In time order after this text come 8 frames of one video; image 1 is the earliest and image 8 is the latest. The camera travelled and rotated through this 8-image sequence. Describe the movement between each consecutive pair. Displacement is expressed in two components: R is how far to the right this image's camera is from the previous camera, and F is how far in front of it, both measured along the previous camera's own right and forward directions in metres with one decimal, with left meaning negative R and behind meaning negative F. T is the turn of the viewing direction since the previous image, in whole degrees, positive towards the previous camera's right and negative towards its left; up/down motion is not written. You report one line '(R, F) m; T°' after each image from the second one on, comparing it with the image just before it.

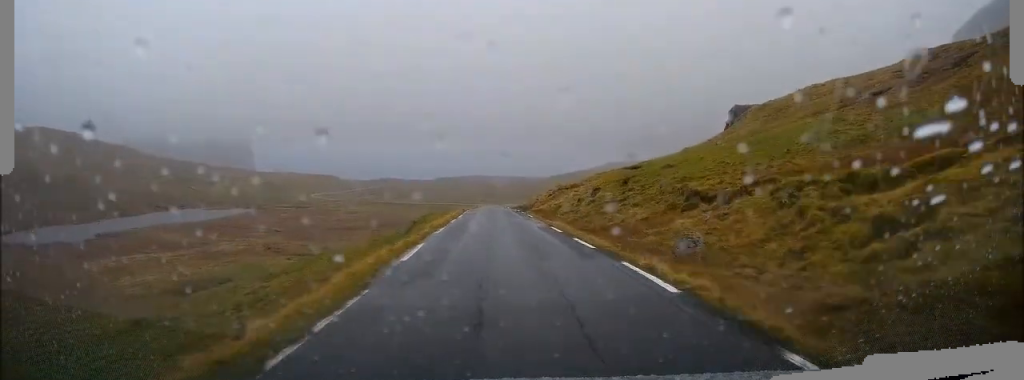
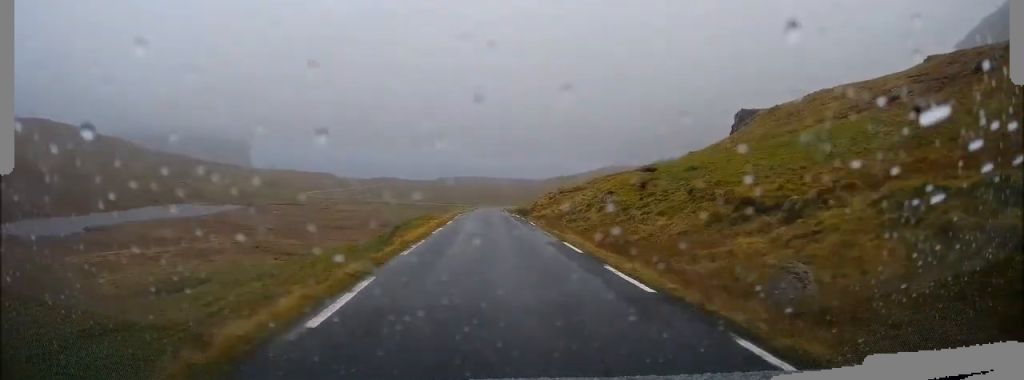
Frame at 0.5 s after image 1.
(0.0, +5.1) m; -1°
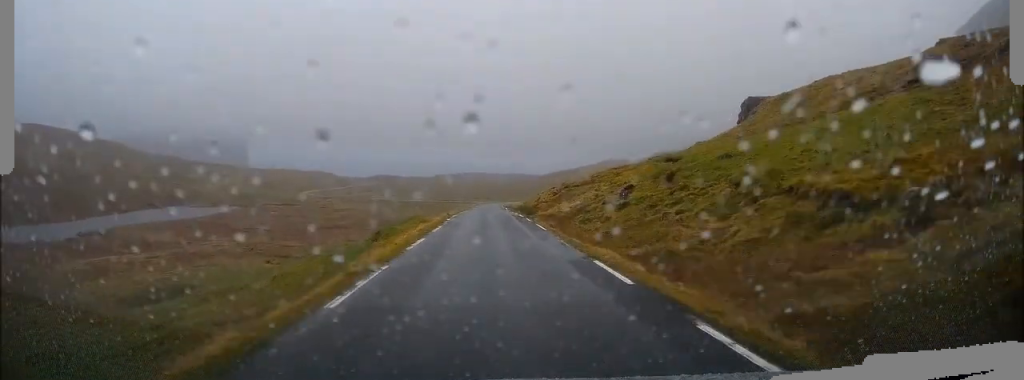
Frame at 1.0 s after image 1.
(-0.1, +5.2) m; -1°
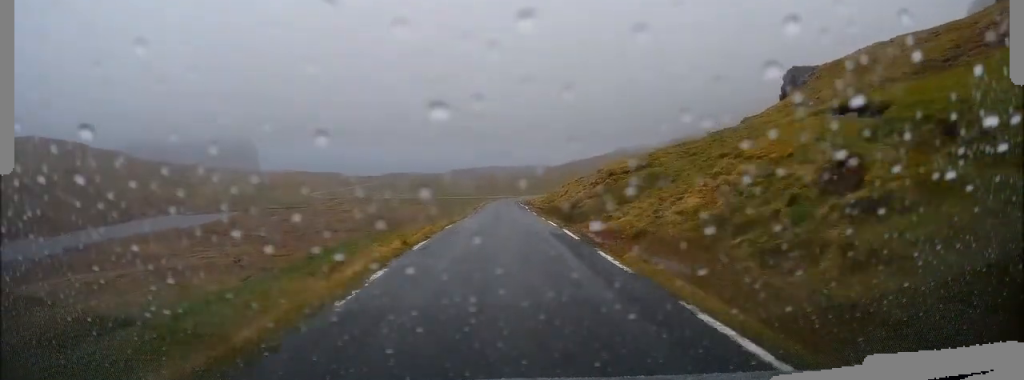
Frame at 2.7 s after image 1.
(-0.1, +18.3) m; 0°
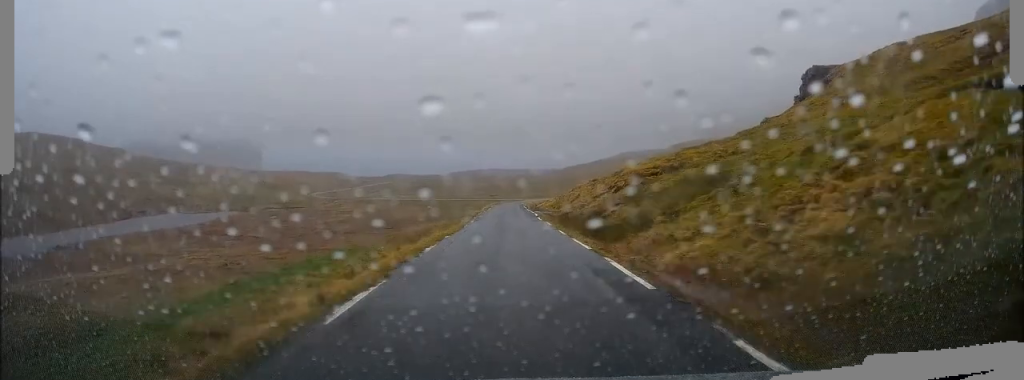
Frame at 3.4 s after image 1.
(0.0, +6.7) m; 0°
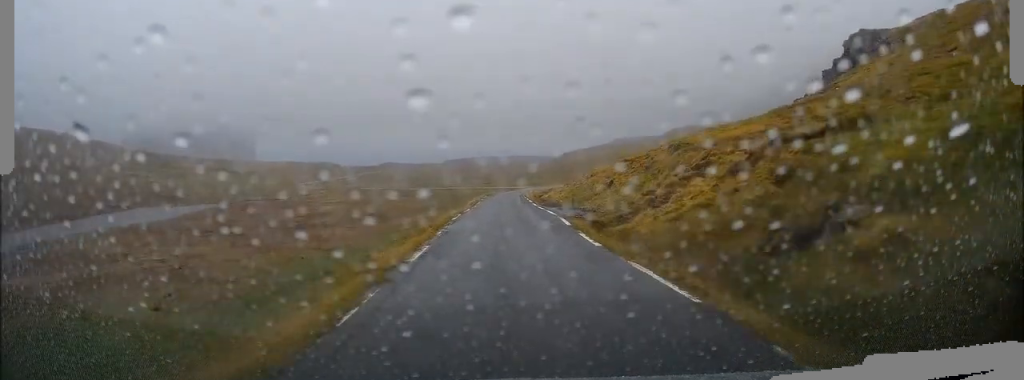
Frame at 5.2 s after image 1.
(-0.3, +19.0) m; -1°
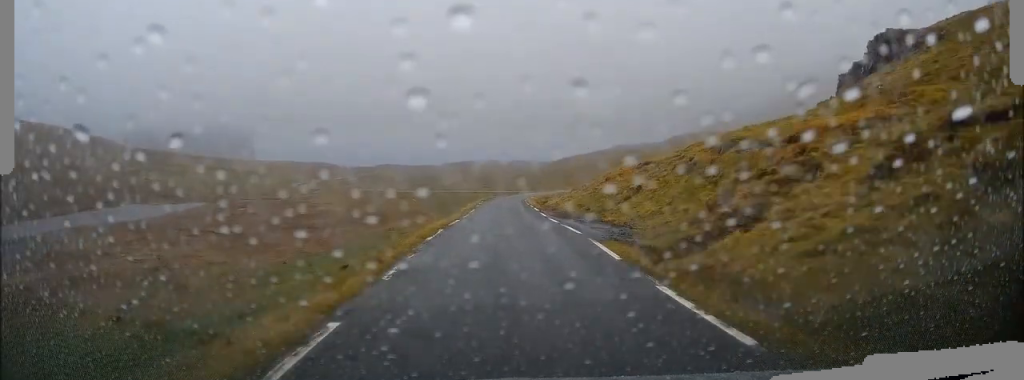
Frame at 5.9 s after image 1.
(+0.1, +7.4) m; -1°
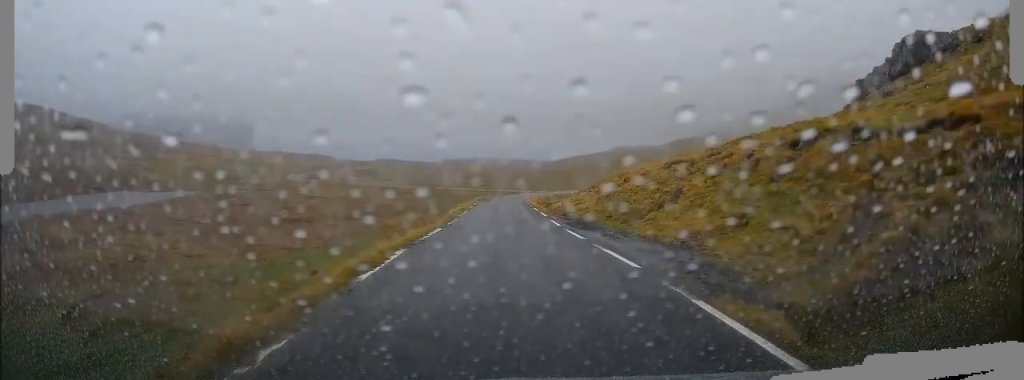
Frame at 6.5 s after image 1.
(0.0, +6.7) m; 0°
